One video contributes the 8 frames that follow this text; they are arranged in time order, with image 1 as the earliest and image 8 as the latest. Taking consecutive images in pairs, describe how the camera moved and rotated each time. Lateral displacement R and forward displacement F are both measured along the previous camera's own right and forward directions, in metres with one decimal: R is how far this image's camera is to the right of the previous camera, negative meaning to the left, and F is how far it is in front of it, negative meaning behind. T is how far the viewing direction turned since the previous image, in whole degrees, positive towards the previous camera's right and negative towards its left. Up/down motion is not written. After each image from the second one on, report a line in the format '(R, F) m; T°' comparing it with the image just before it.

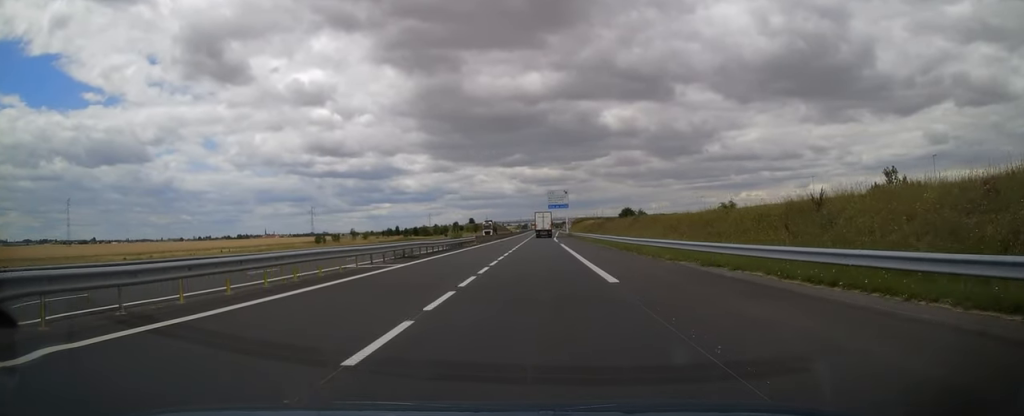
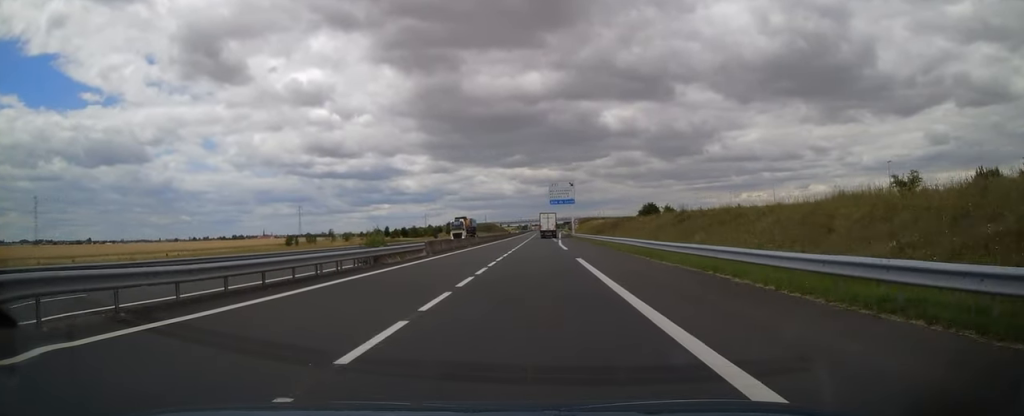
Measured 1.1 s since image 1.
(-0.2, +25.8) m; -1°
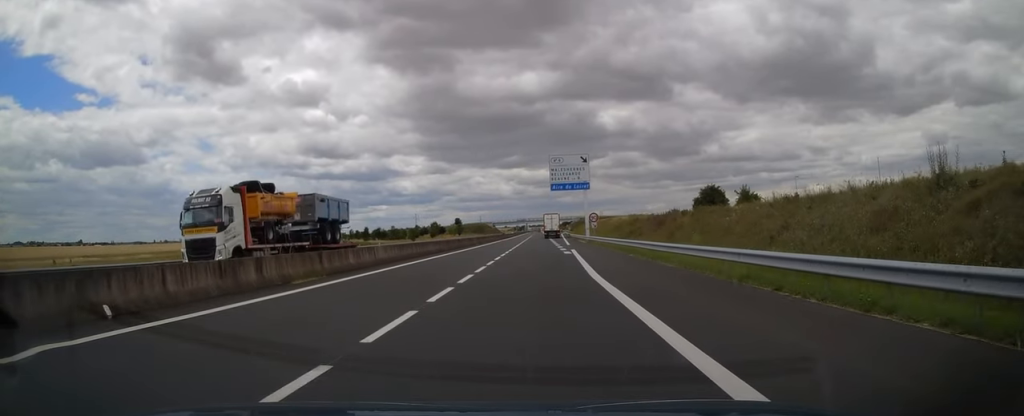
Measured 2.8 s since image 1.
(+0.2, +37.6) m; +1°
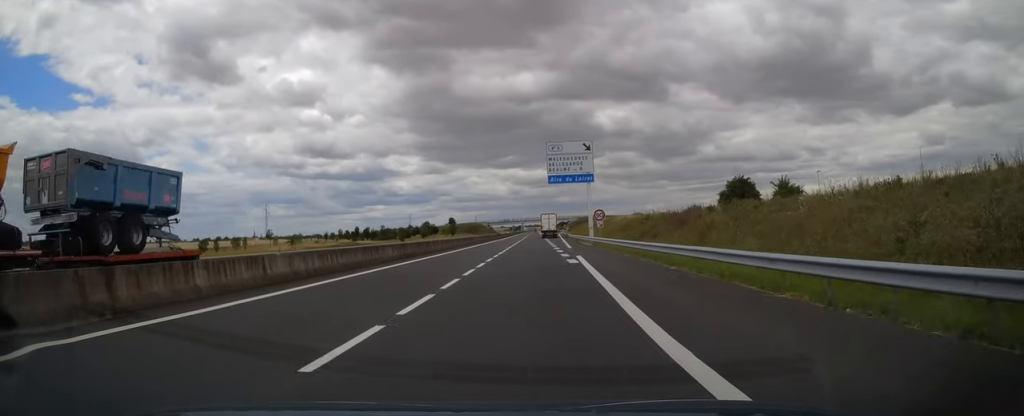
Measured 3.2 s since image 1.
(0.0, +10.3) m; 0°
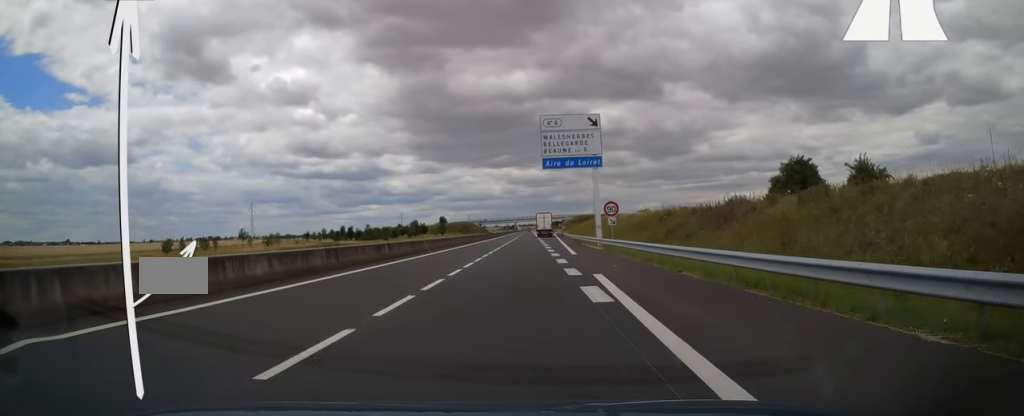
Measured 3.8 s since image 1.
(0.0, +13.4) m; 0°
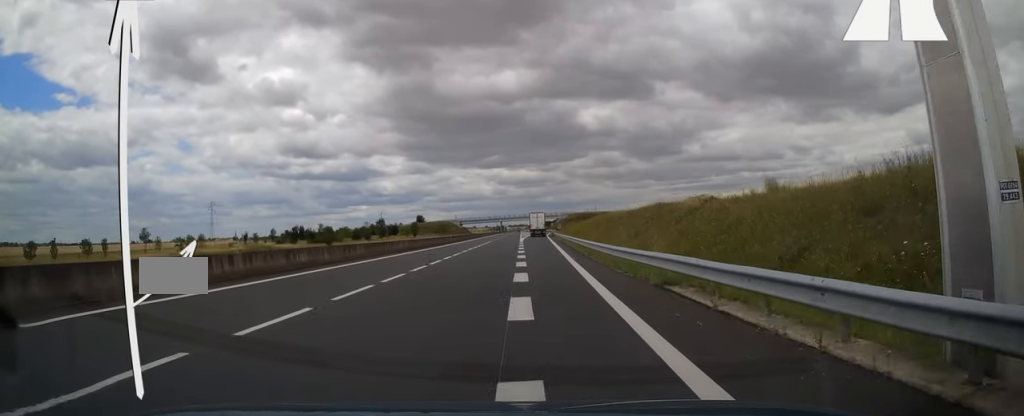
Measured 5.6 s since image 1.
(0.0, +41.1) m; +1°
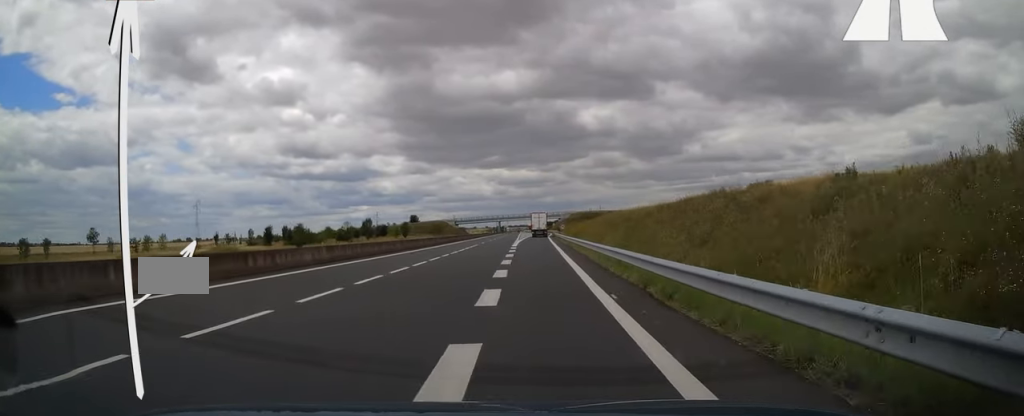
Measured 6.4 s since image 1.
(+0.3, +17.8) m; 0°
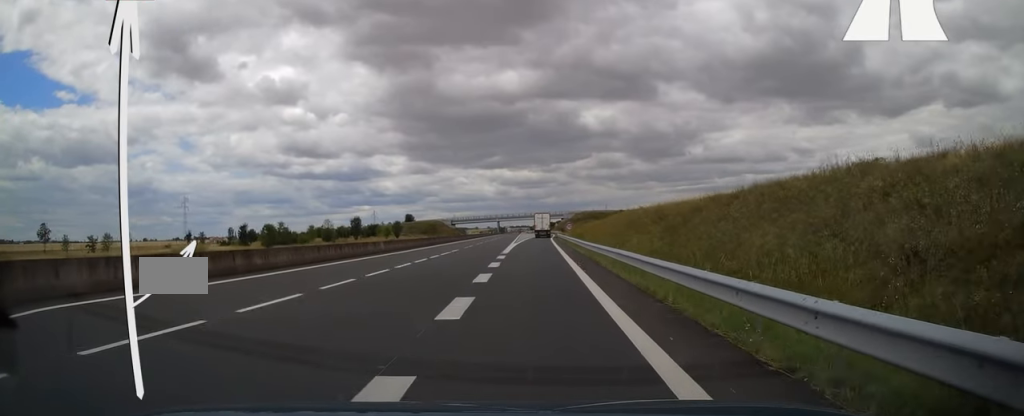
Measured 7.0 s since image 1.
(0.0, +14.7) m; 0°
